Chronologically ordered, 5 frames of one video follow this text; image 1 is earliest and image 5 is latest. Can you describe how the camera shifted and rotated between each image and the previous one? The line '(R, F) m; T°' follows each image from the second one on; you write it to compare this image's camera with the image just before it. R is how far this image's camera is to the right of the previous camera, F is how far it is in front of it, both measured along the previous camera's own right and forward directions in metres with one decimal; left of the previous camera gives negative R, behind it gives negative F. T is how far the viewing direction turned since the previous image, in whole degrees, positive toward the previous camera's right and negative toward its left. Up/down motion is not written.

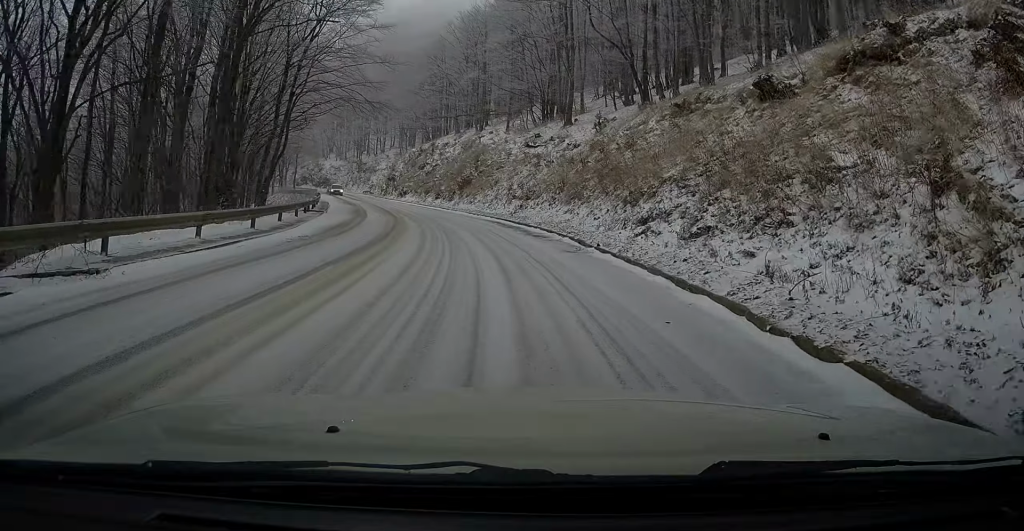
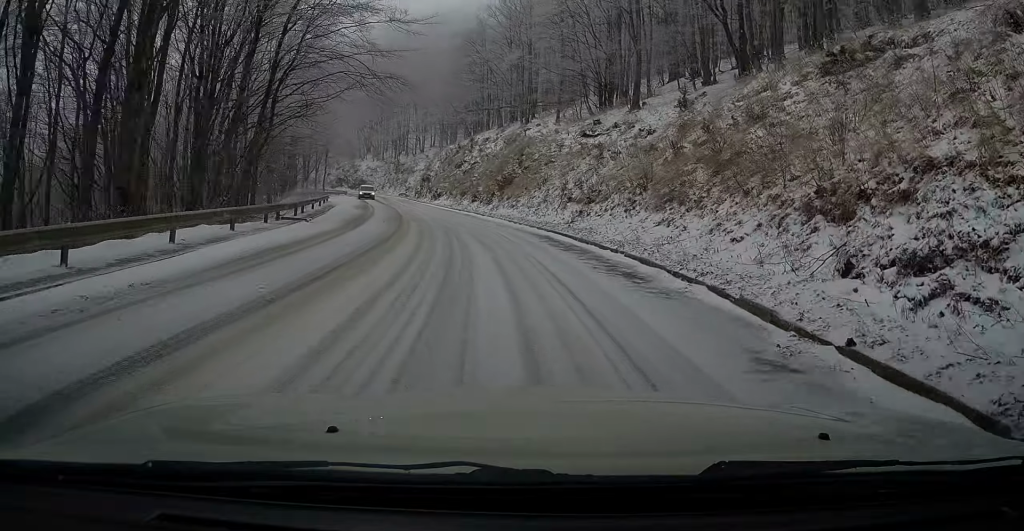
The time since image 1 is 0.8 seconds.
(-0.5, +9.0) m; -5°
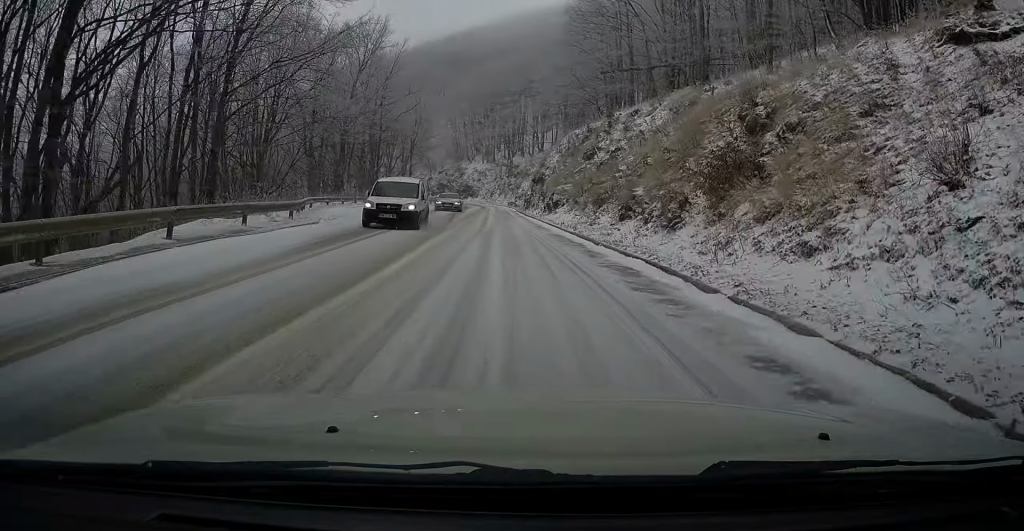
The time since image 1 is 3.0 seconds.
(-2.4, +22.9) m; -12°
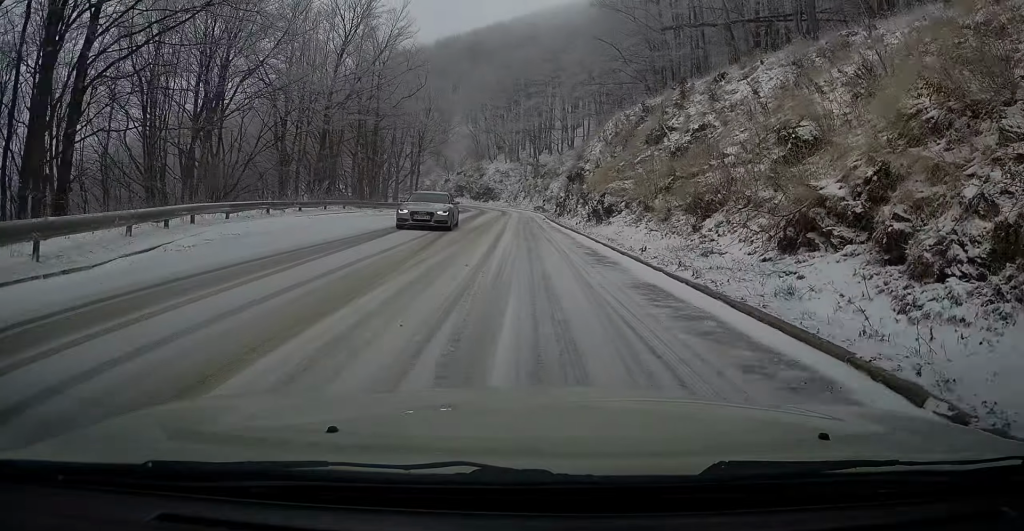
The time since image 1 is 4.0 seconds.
(-0.4, +10.5) m; -3°
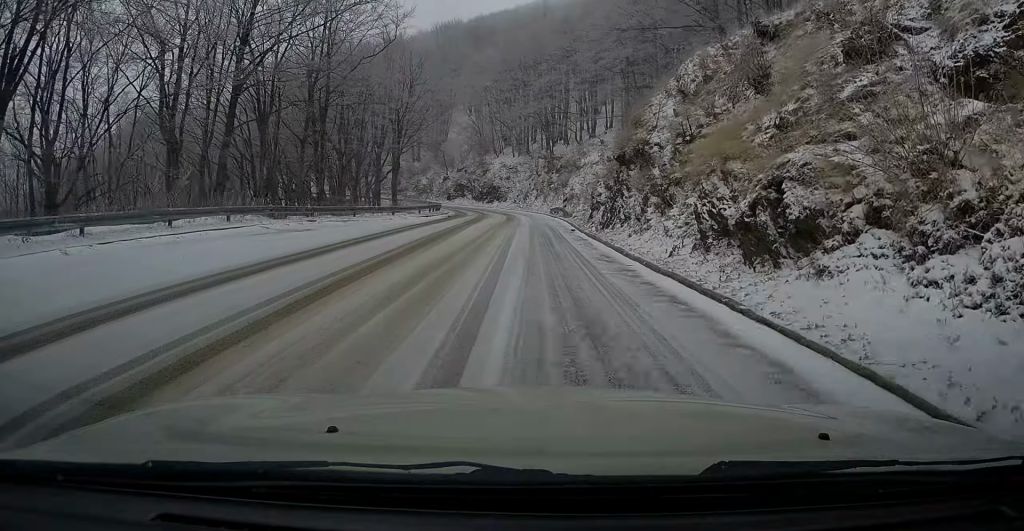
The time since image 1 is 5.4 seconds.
(-0.3, +13.9) m; -2°
